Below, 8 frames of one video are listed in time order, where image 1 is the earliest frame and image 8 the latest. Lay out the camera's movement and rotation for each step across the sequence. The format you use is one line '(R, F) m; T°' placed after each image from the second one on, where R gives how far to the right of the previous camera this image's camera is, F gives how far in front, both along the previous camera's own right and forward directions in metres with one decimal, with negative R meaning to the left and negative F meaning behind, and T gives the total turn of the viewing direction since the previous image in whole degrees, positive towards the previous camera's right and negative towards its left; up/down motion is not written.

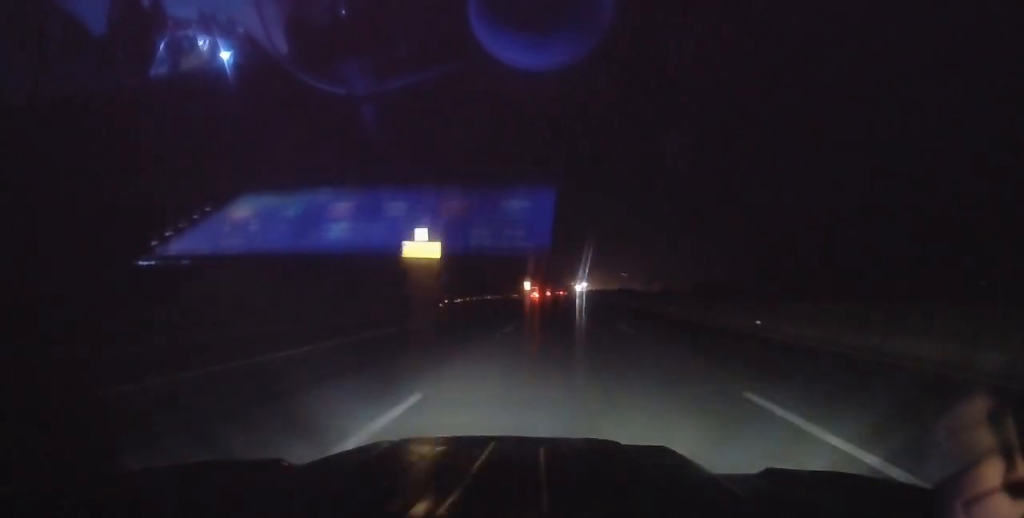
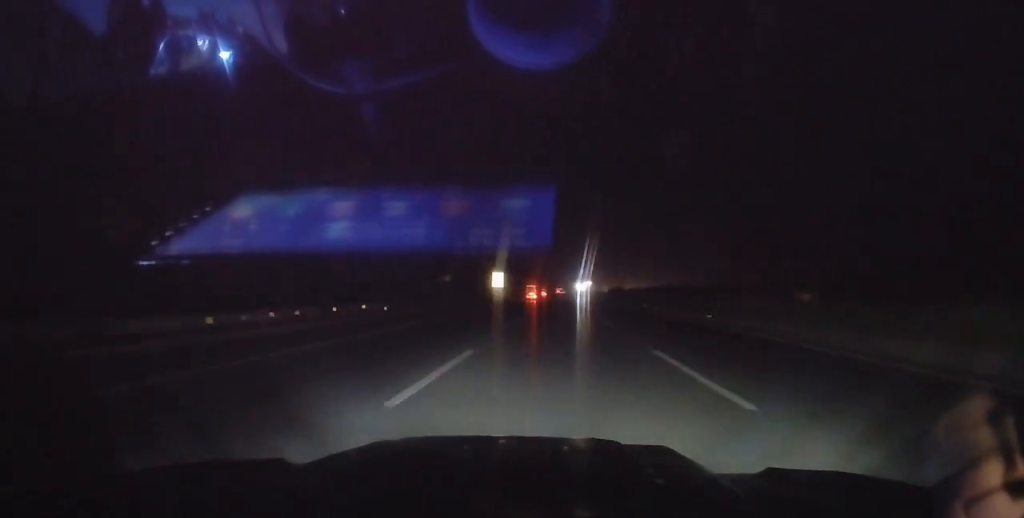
(+0.4, +100.8) m; 0°
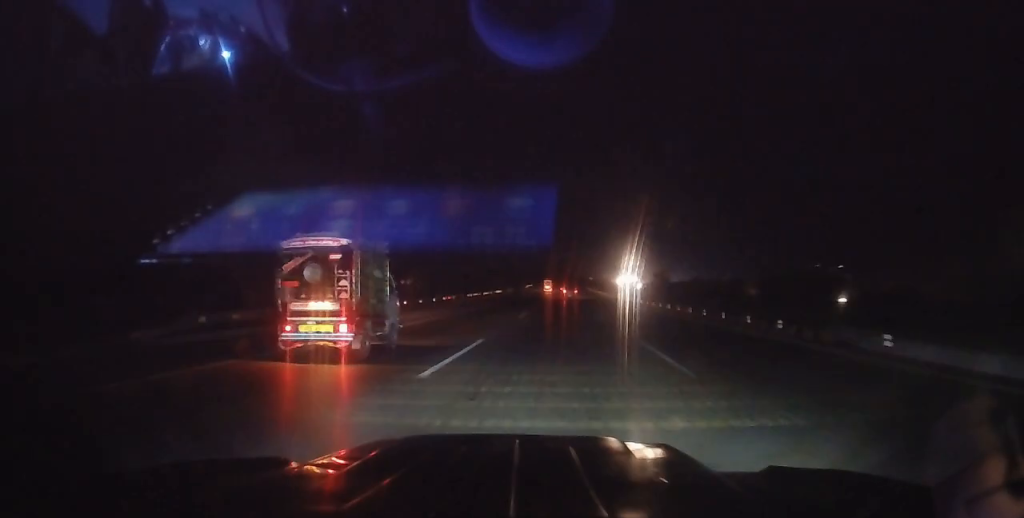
(+0.2, +397.5) m; 0°
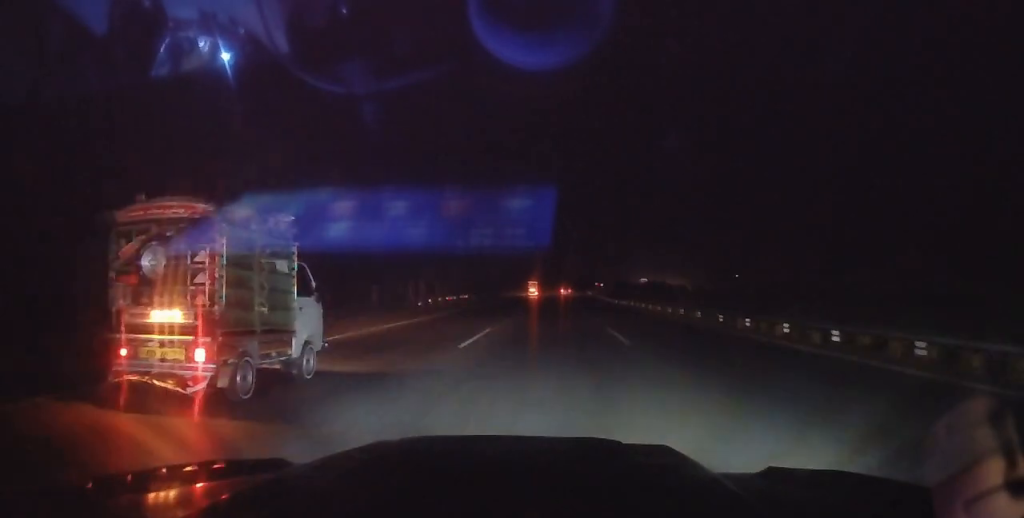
(+0.5, +102.6) m; +1°
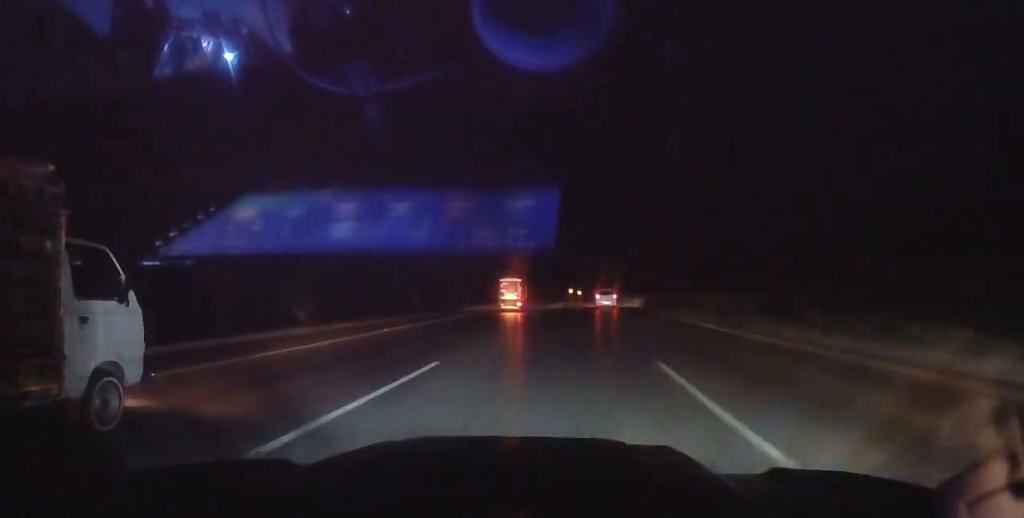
(+8.7, +247.2) m; +6°
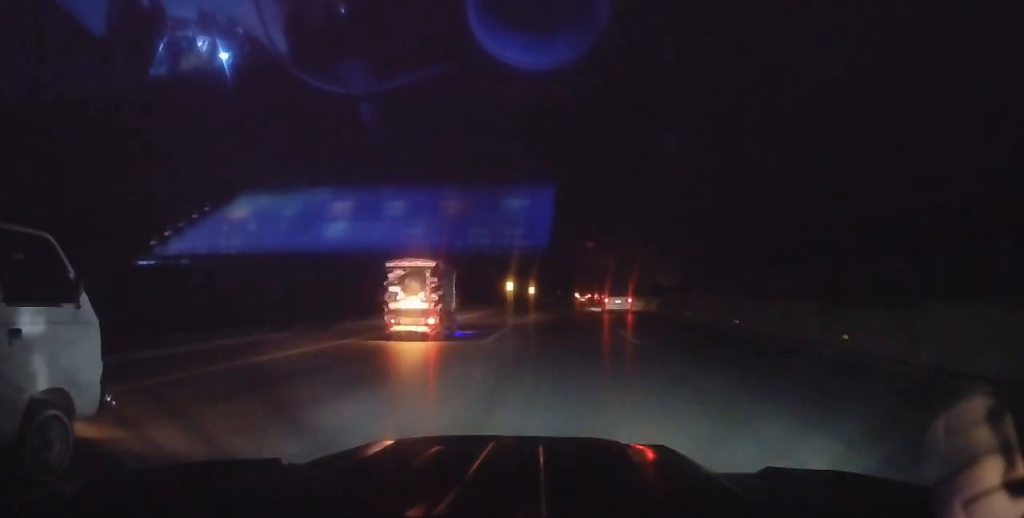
(+4.2, +120.5) m; +4°
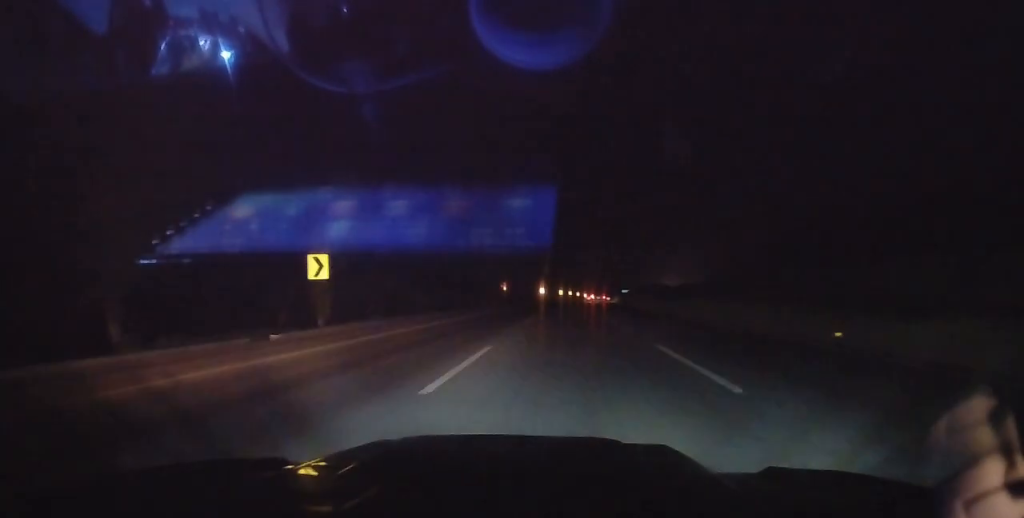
(+3.5, +102.7) m; +3°
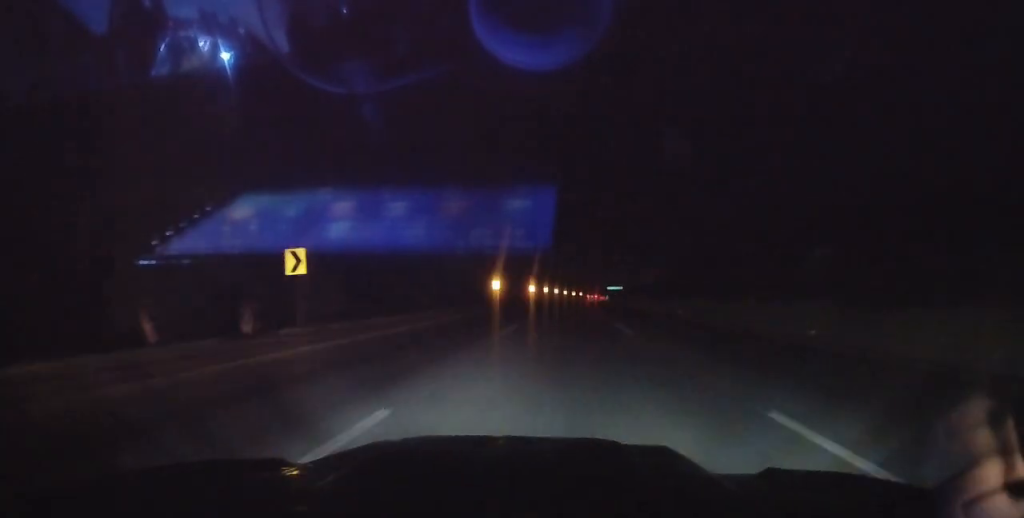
(-0.1, +64.6) m; +2°
